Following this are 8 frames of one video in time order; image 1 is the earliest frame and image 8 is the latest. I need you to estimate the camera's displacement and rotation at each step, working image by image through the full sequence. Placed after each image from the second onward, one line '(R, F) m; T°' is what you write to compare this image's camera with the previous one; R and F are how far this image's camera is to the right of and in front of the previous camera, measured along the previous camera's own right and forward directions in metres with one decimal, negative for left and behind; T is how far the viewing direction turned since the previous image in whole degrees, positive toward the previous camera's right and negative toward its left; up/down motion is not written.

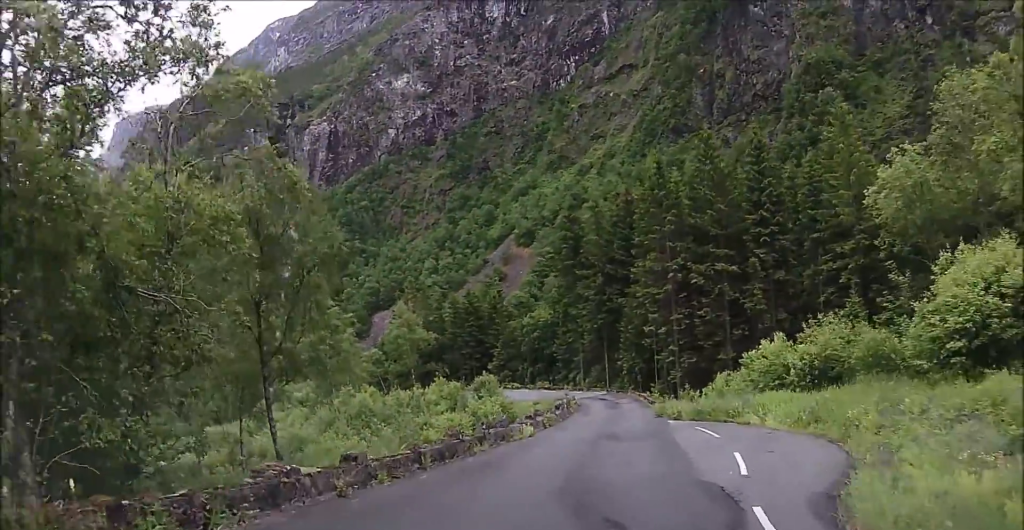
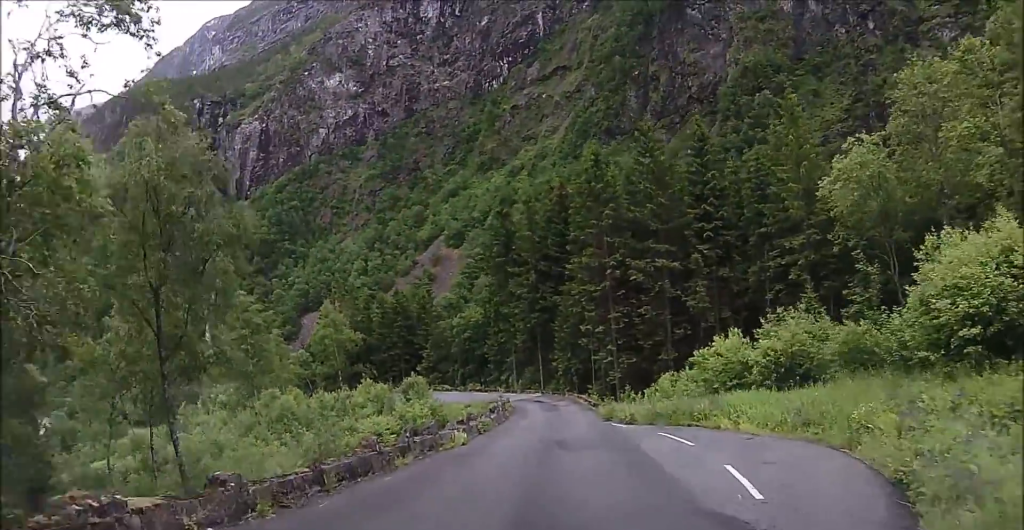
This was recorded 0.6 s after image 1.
(+0.1, +2.7) m; +10°
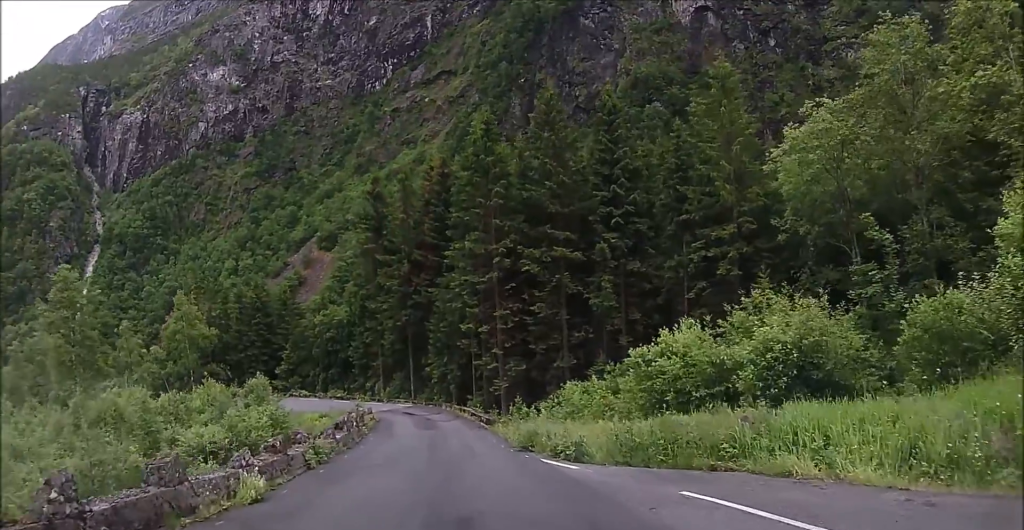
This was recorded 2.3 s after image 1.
(+1.4, +8.9) m; +11°
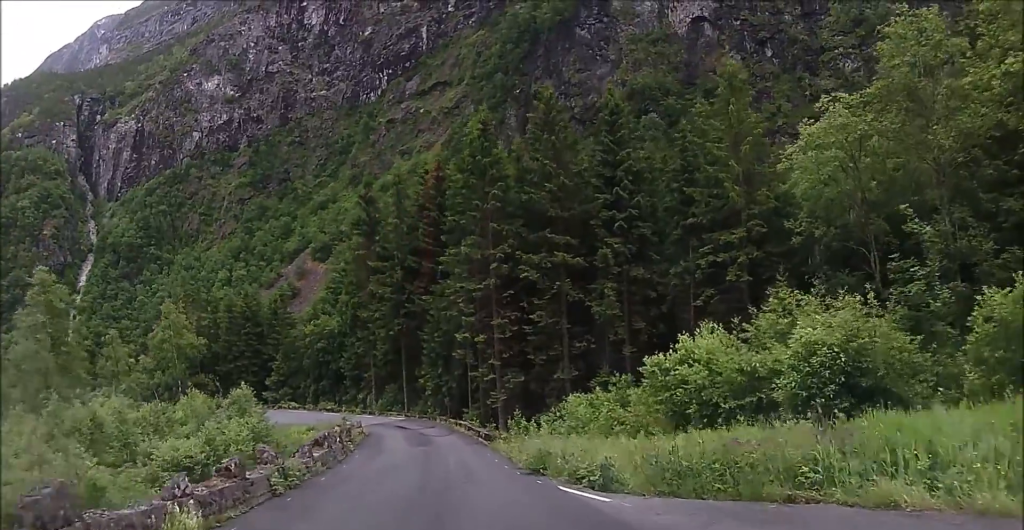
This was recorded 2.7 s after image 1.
(0.0, +2.2) m; 0°
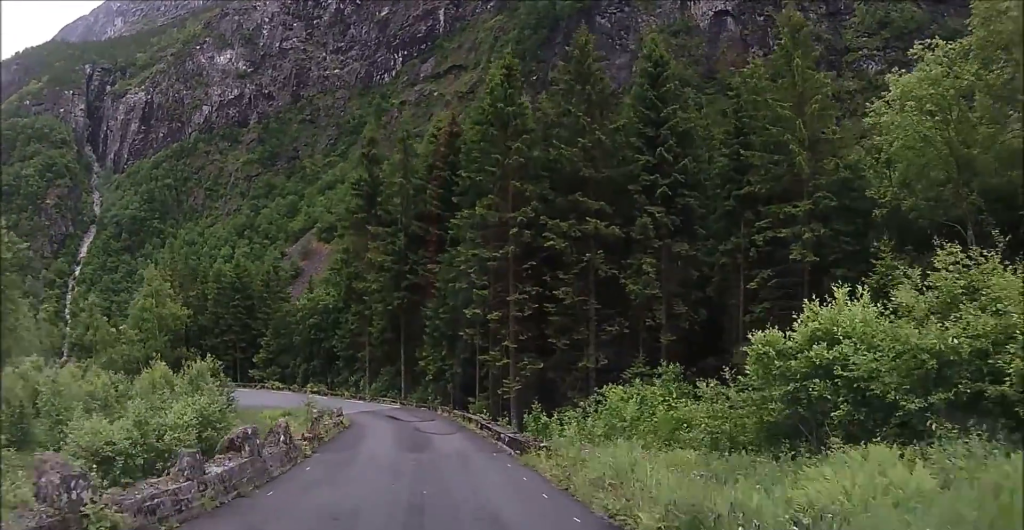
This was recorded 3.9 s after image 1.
(0.0, +6.9) m; -2°
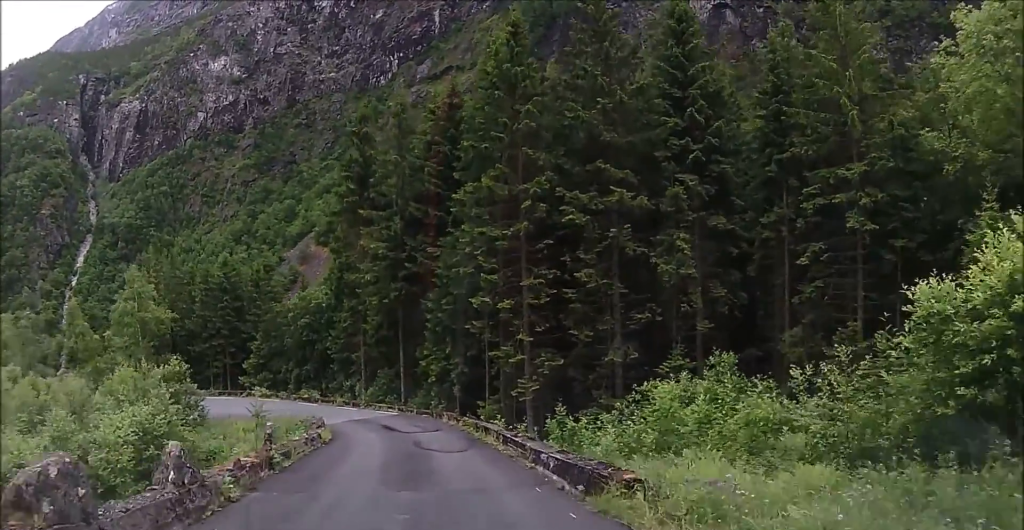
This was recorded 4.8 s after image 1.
(-0.2, +5.3) m; -2°
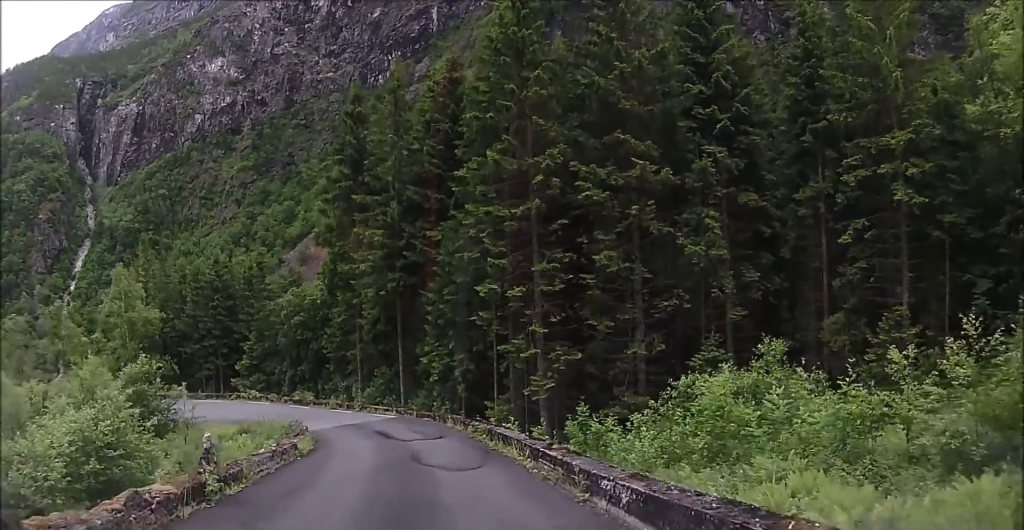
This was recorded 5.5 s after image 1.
(+0.1, +4.1) m; -2°
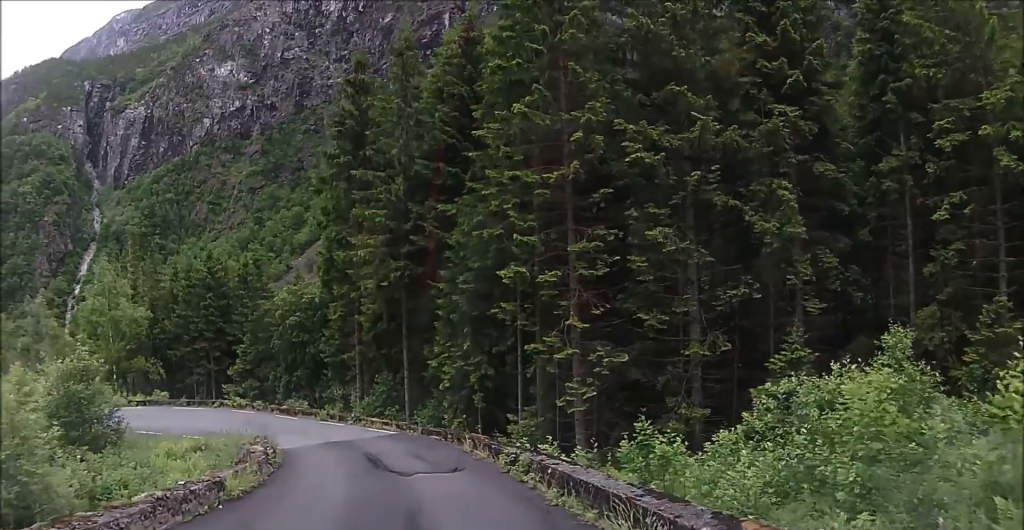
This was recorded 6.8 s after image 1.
(-0.5, +6.6) m; -2°
